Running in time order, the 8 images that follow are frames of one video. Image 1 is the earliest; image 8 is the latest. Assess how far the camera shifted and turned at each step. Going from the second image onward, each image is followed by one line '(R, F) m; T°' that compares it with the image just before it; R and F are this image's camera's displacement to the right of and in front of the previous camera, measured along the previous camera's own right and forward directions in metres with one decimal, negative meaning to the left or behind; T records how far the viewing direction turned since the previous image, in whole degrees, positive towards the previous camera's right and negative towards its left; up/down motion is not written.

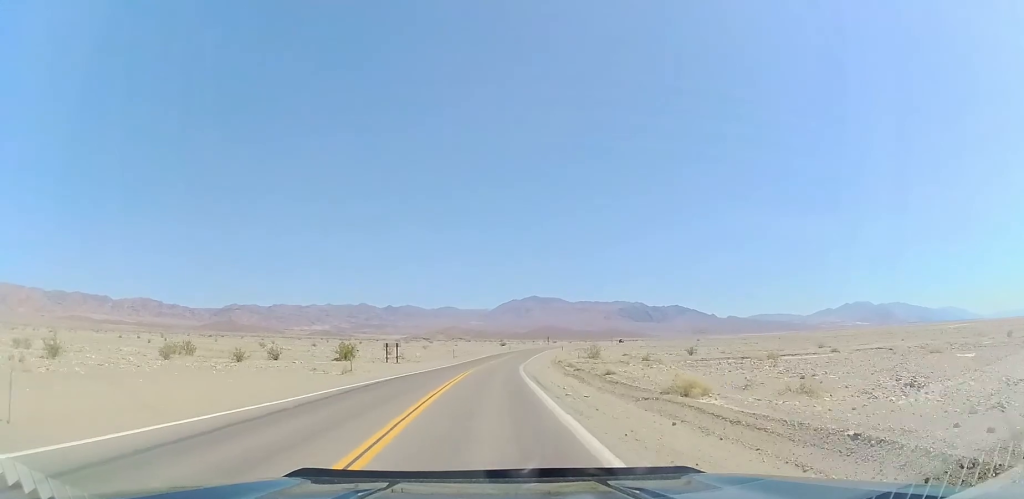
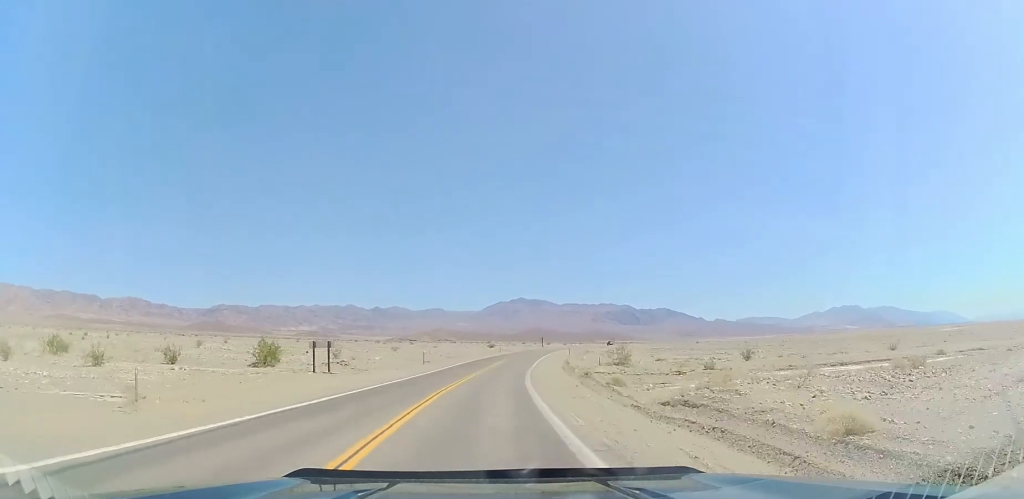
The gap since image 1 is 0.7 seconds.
(+0.7, +20.3) m; +2°
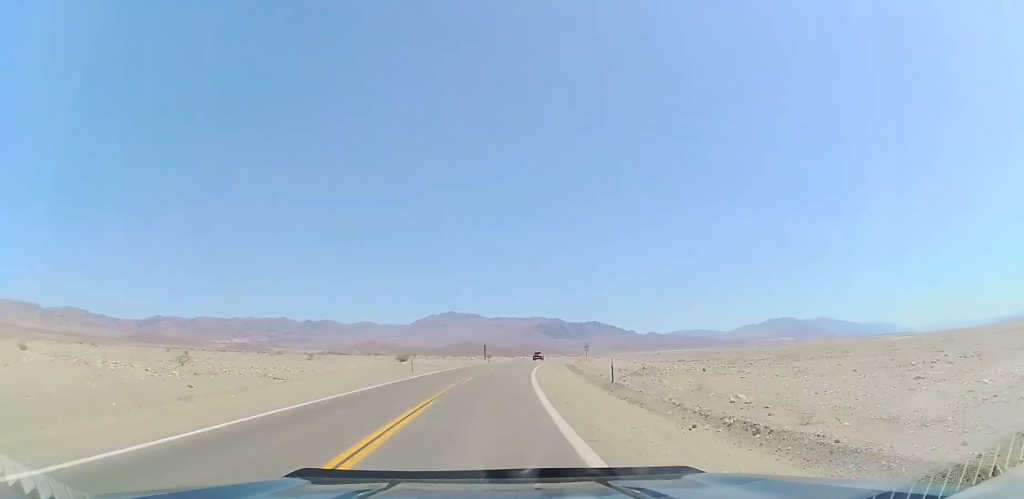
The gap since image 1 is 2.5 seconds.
(+1.7, +48.0) m; +5°
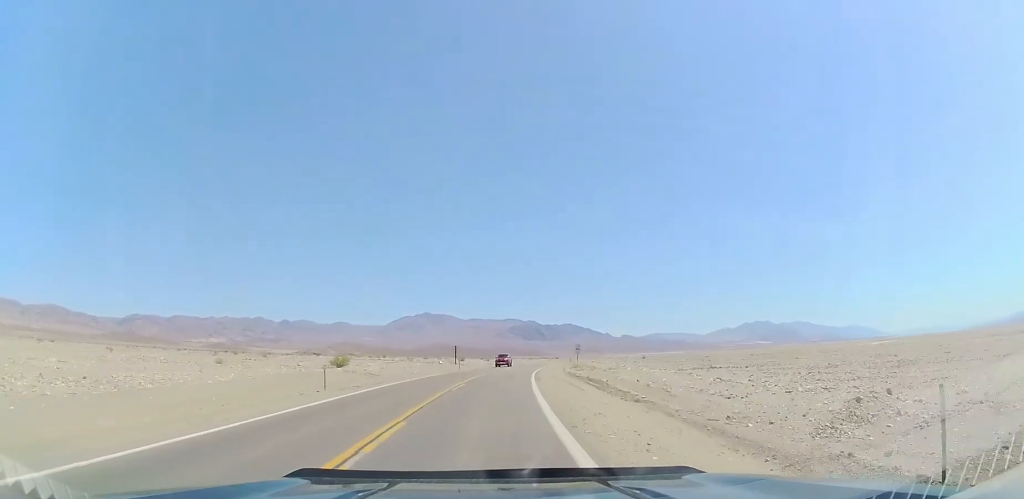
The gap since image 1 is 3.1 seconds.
(0.0, +18.5) m; +3°
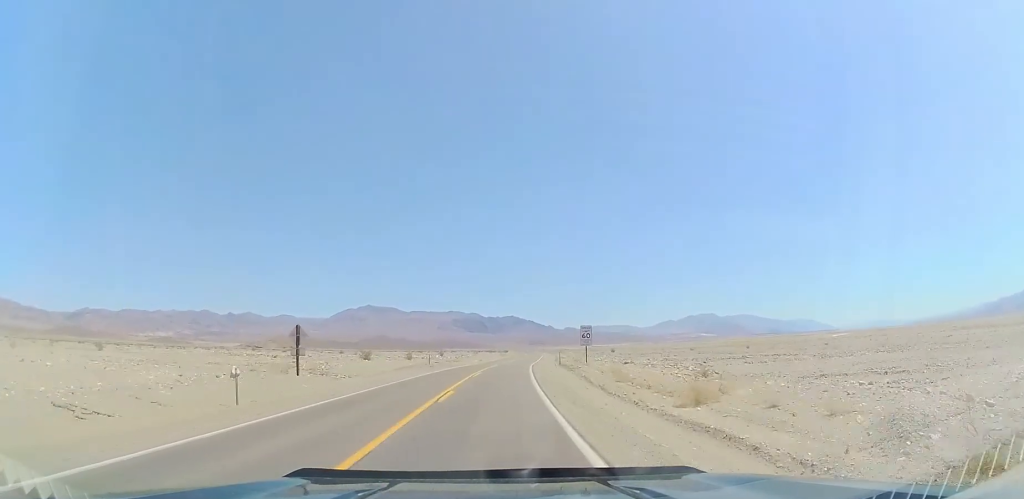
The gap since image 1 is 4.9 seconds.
(+4.4, +49.1) m; +9°
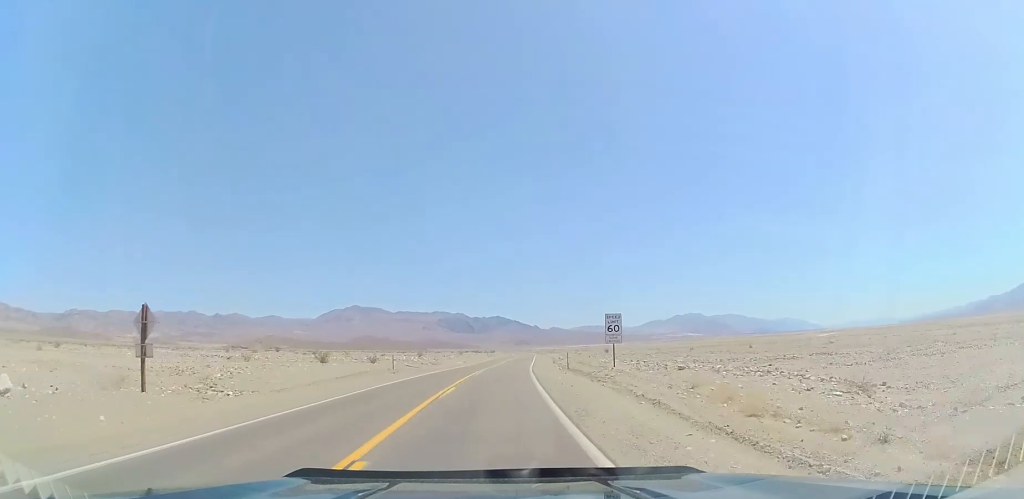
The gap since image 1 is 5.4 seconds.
(+0.3, +13.8) m; +1°
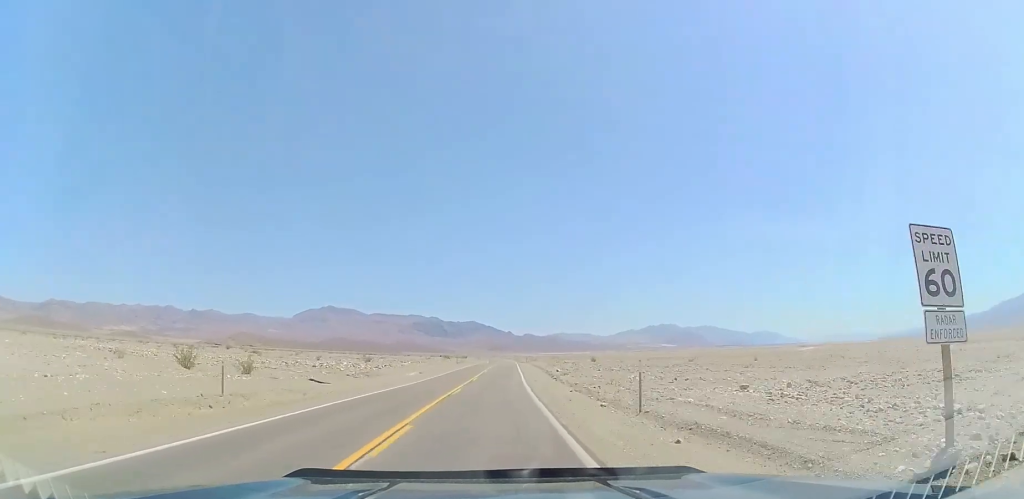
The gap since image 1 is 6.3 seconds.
(+0.5, +24.0) m; +2°
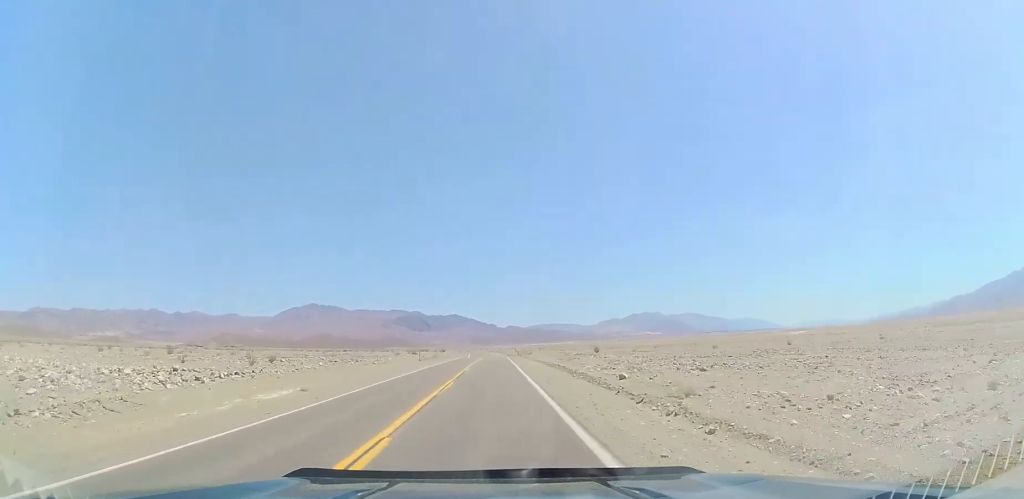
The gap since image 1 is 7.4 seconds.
(+0.7, +31.5) m; +4°
